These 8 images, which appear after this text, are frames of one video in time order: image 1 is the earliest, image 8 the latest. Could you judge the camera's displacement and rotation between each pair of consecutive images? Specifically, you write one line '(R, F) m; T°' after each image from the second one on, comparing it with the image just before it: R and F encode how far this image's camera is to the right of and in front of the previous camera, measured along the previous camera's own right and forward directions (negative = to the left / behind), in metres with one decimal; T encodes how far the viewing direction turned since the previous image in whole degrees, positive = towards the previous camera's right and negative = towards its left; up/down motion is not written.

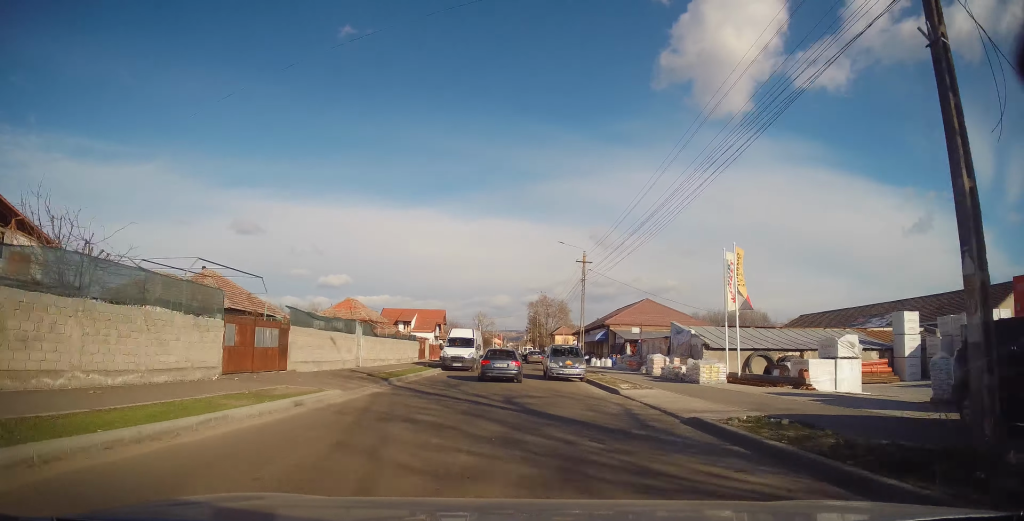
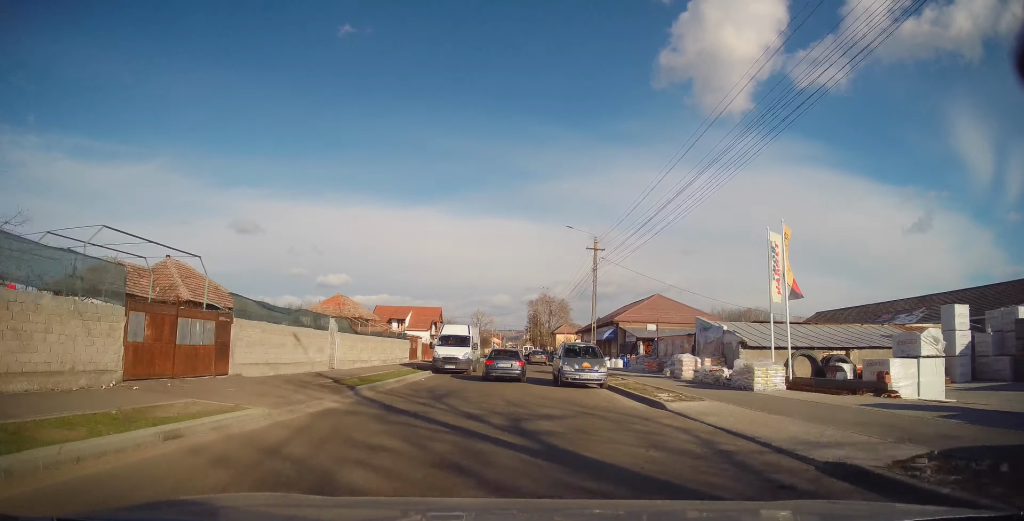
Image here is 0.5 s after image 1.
(+0.1, +4.7) m; 0°
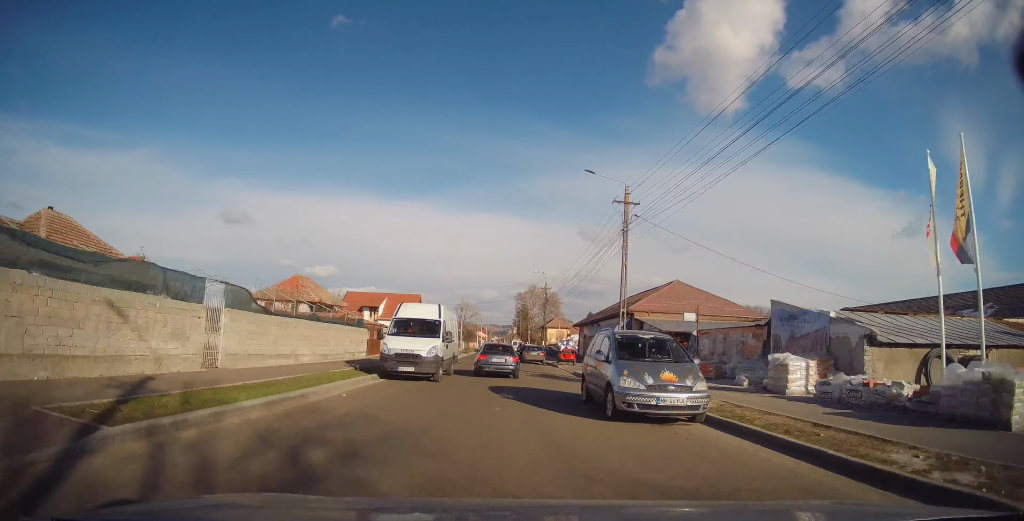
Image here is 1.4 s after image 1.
(-0.3, +9.7) m; 0°
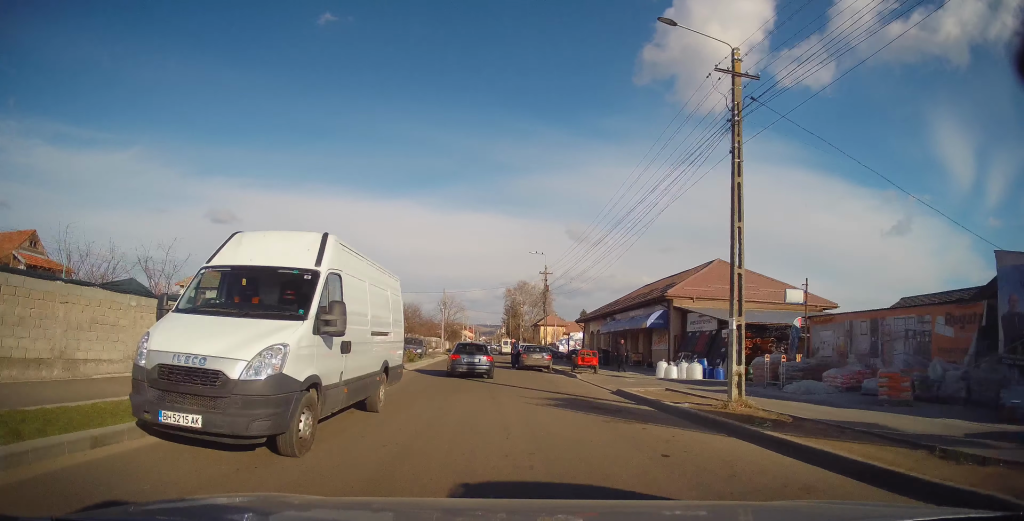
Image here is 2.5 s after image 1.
(+0.4, +11.9) m; +1°
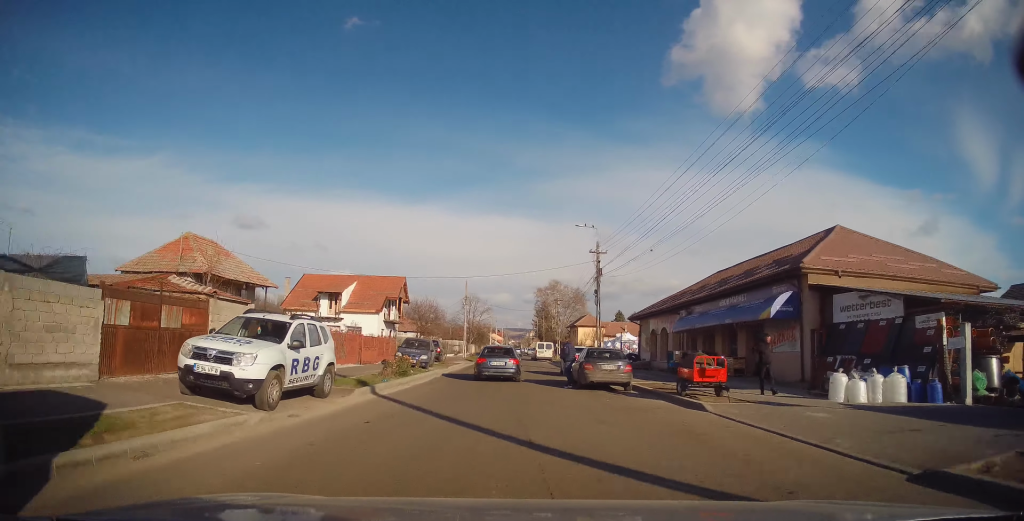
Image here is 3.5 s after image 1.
(-0.3, +11.6) m; -2°
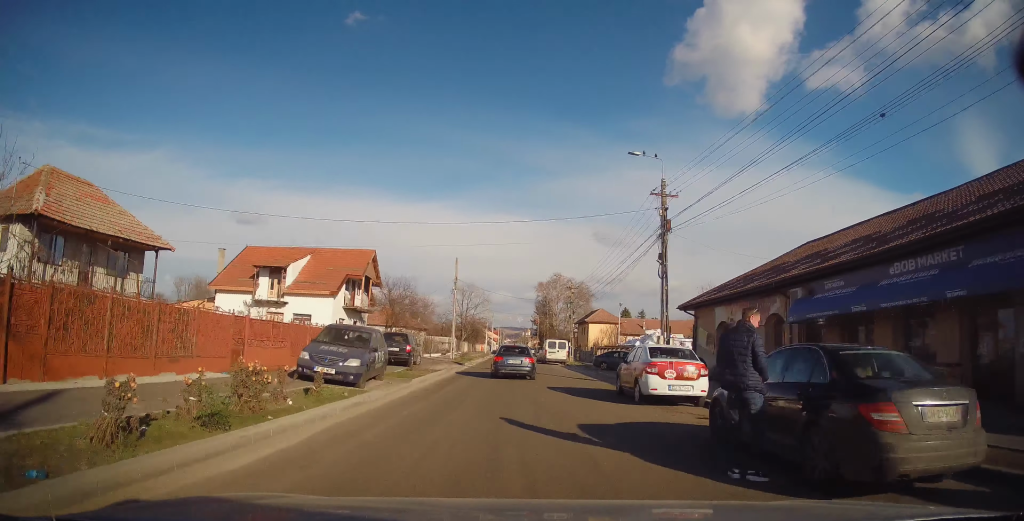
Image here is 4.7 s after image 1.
(-0.1, +13.7) m; +1°
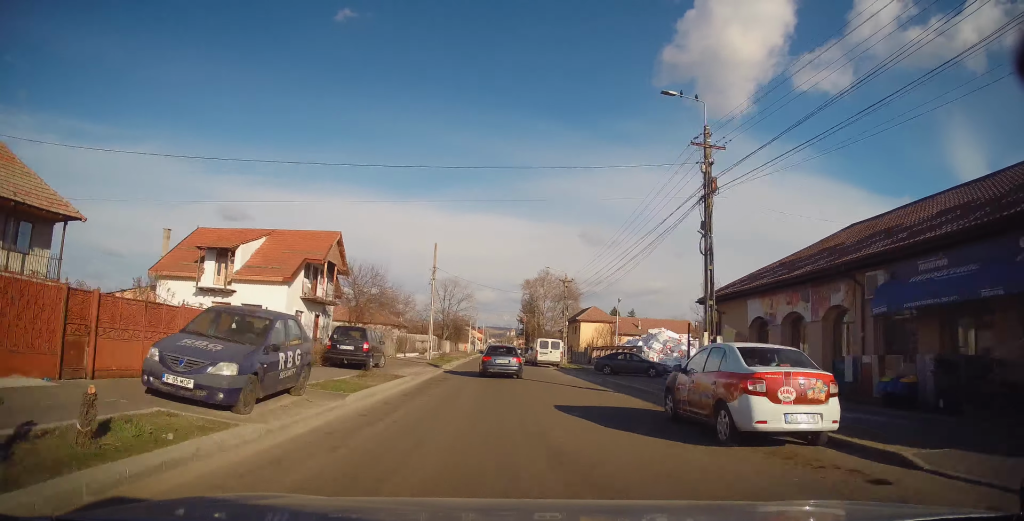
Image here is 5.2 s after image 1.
(+0.3, +5.6) m; +1°
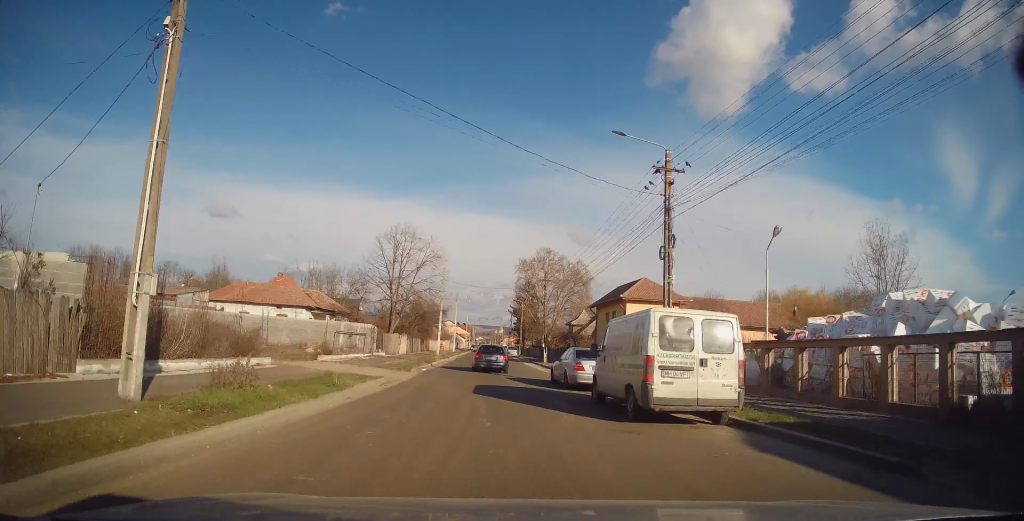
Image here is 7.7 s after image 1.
(+0.5, +30.8) m; +3°
